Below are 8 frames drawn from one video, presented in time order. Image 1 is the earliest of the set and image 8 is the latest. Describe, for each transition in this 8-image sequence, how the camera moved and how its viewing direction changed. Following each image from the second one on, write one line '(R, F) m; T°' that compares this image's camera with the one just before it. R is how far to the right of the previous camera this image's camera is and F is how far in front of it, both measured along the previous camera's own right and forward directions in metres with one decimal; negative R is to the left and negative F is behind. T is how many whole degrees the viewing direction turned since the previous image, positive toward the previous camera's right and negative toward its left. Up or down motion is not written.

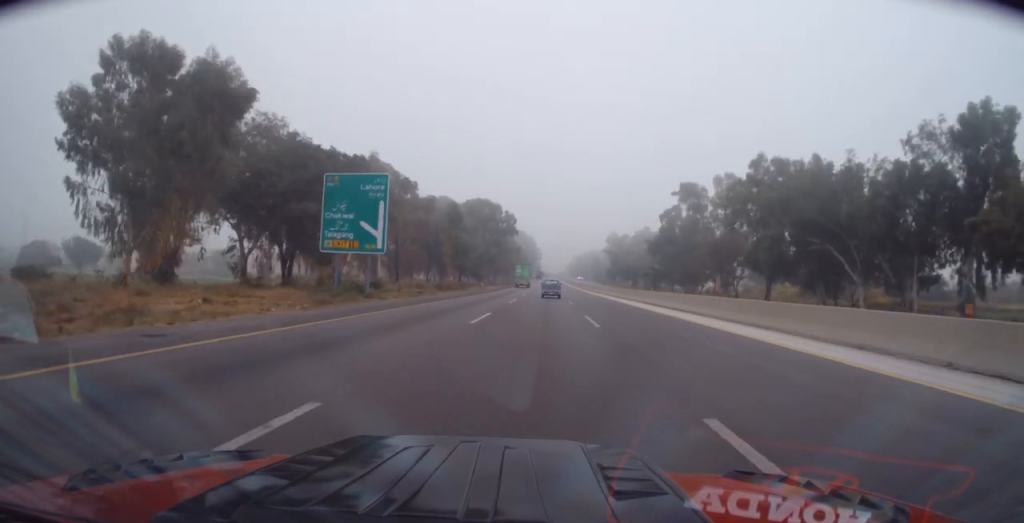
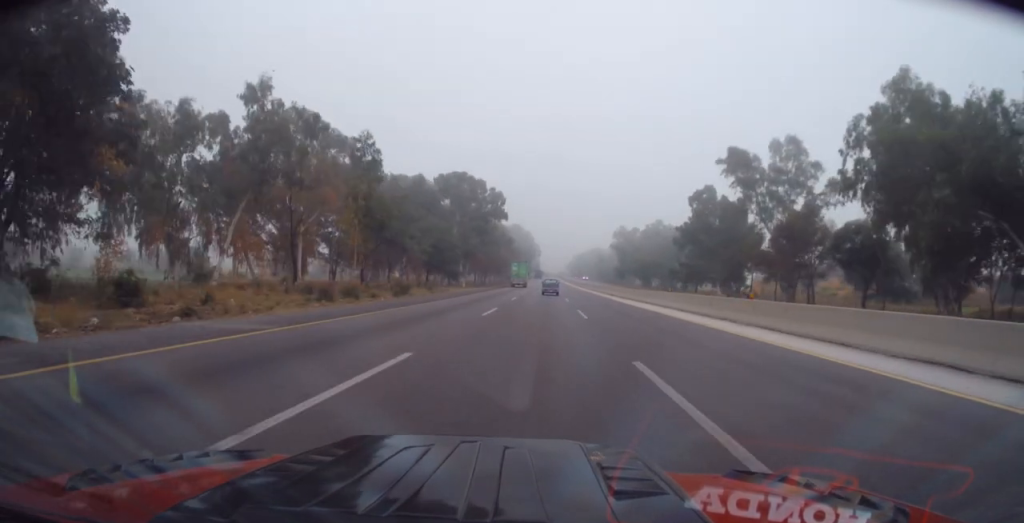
(0.0, +31.7) m; 0°
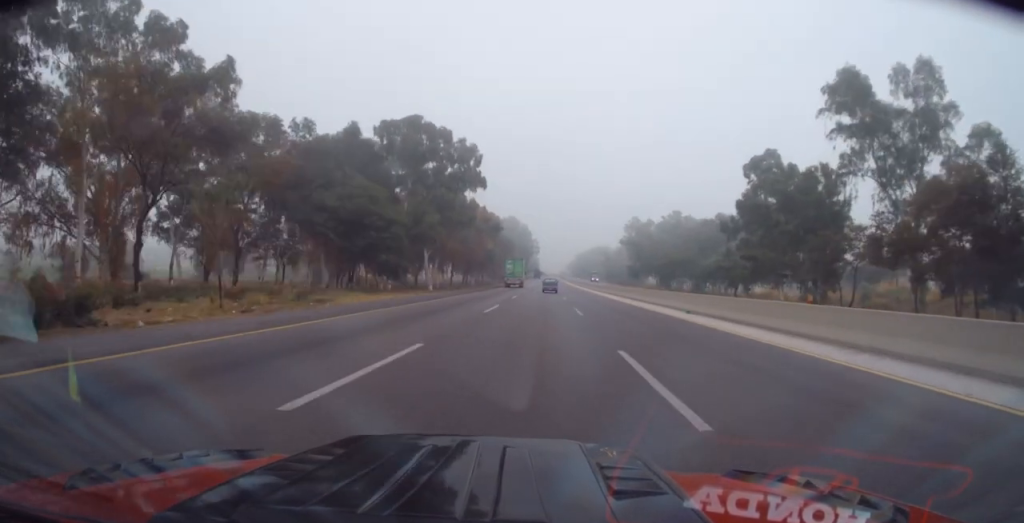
(0.0, +34.4) m; +1°
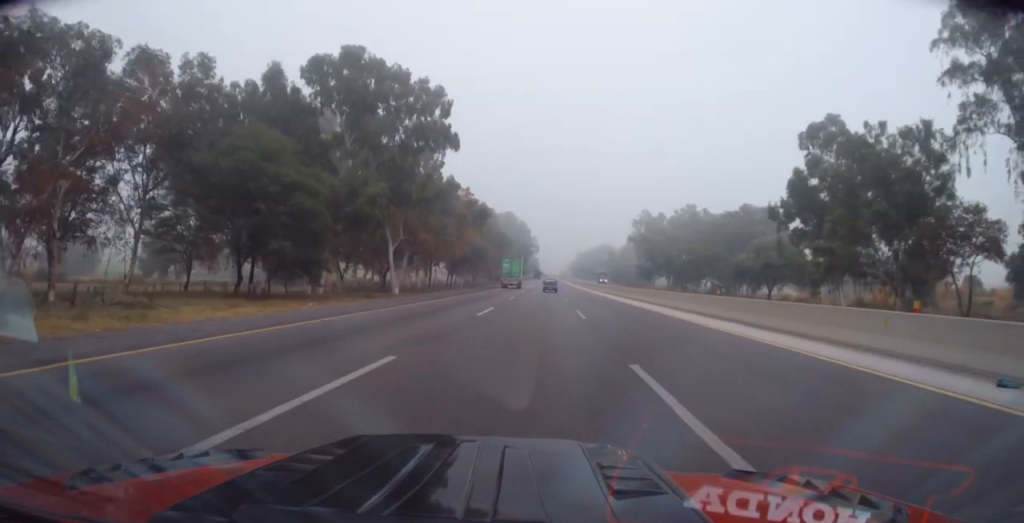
(+0.5, +19.9) m; 0°
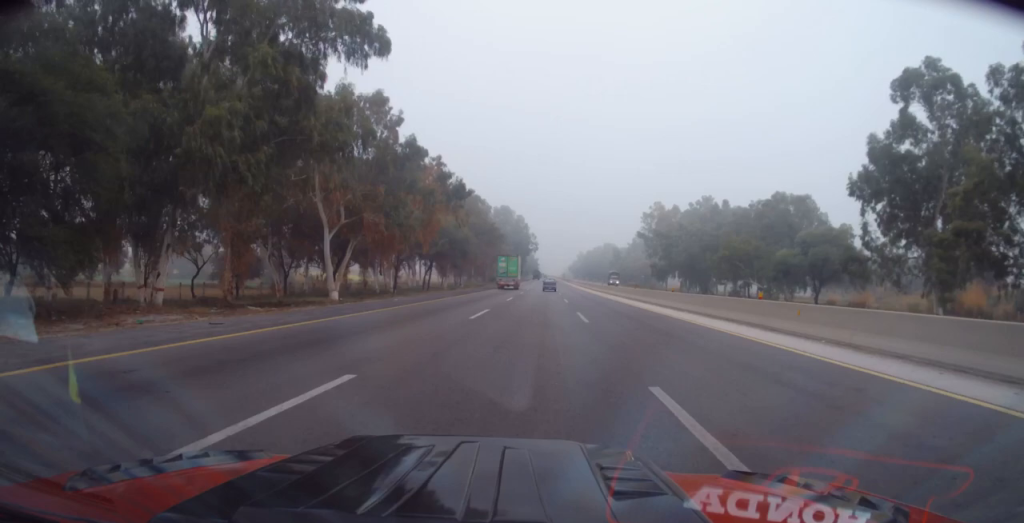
(-0.3, +19.9) m; 0°
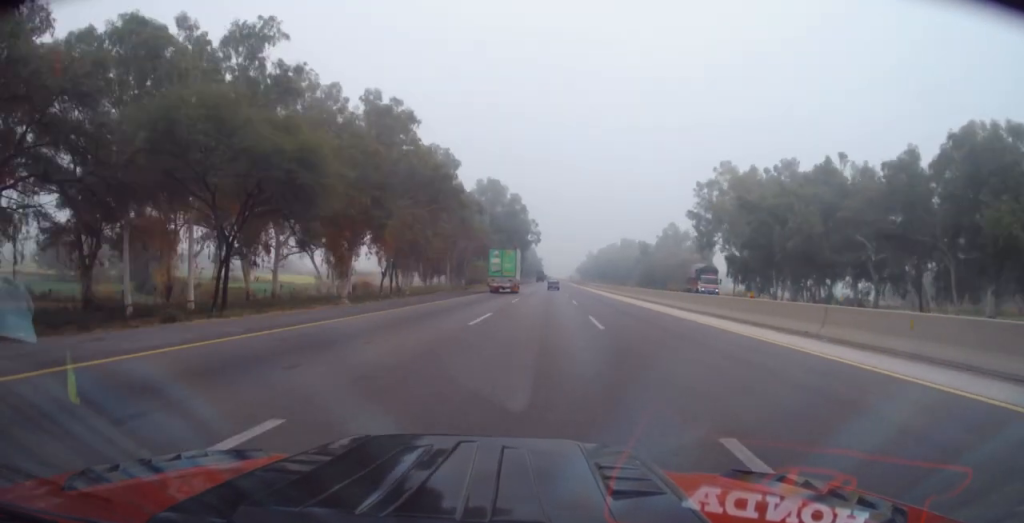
(0.0, +56.4) m; -1°
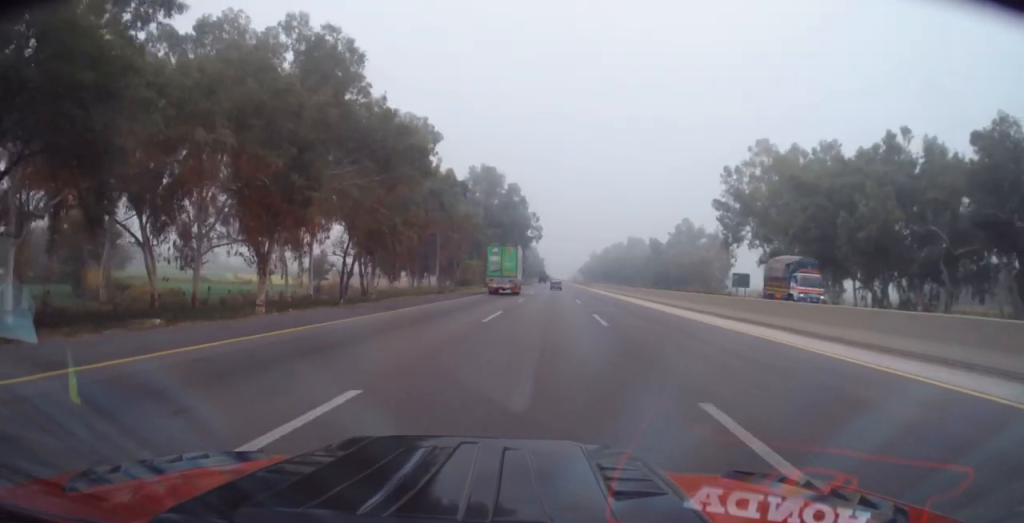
(0.0, +16.4) m; 0°
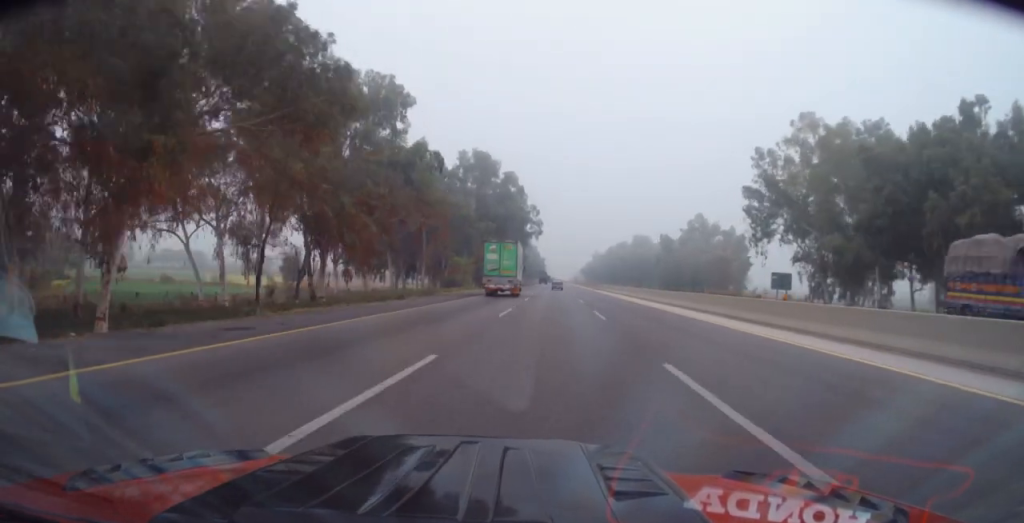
(0.0, +14.7) m; 0°
